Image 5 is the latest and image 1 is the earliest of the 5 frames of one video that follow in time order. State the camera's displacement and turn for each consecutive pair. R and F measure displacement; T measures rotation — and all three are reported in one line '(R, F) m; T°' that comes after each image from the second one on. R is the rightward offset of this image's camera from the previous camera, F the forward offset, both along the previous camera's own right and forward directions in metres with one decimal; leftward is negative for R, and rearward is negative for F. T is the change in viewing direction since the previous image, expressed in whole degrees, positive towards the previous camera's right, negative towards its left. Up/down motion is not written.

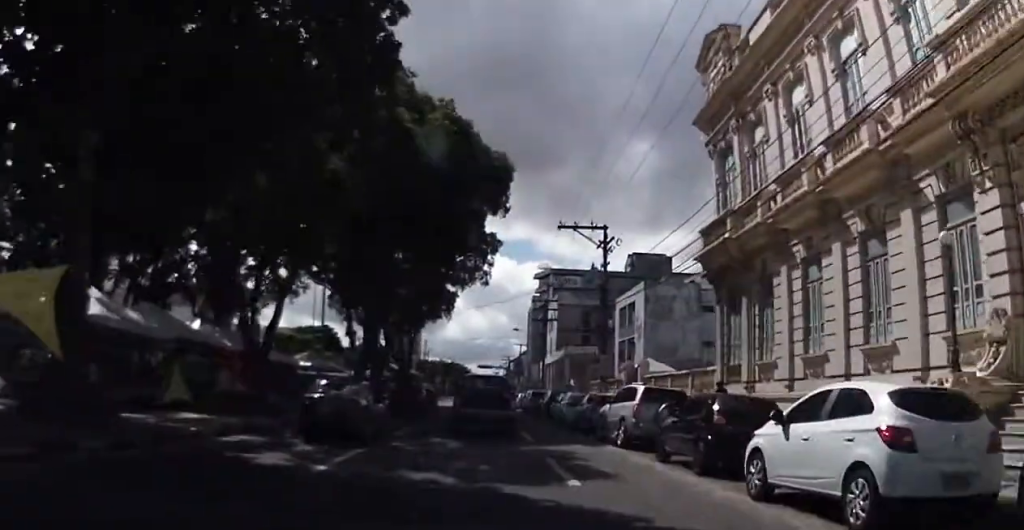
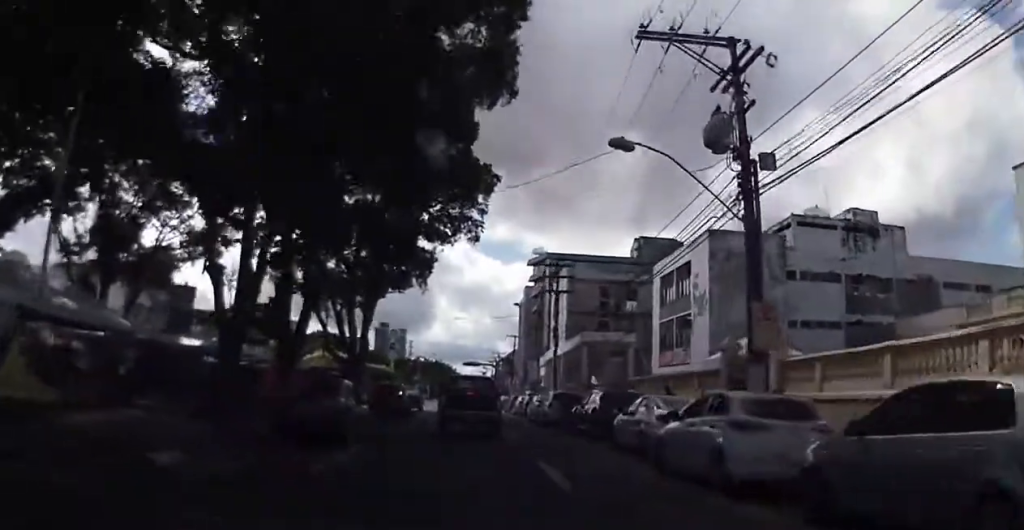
(-0.5, +18.5) m; +1°
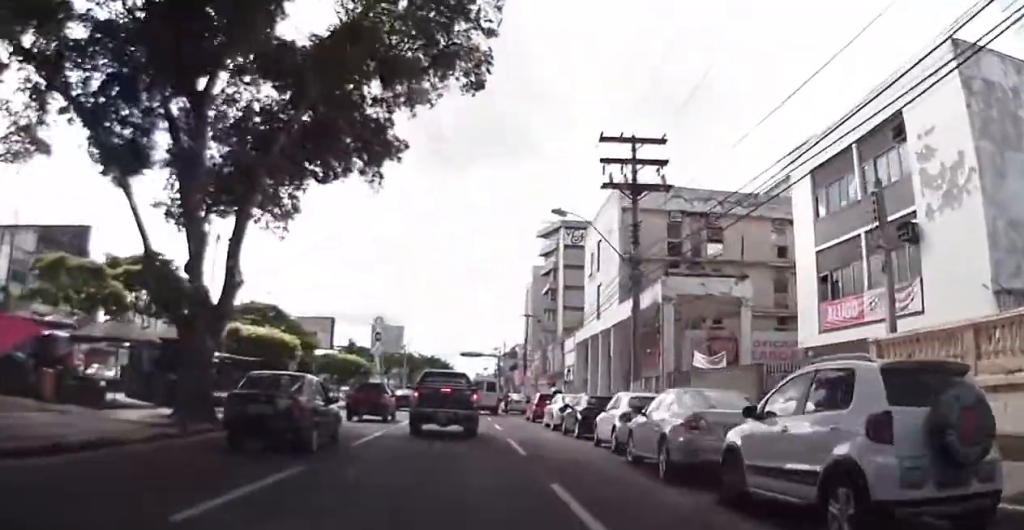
(0.0, +18.7) m; -3°
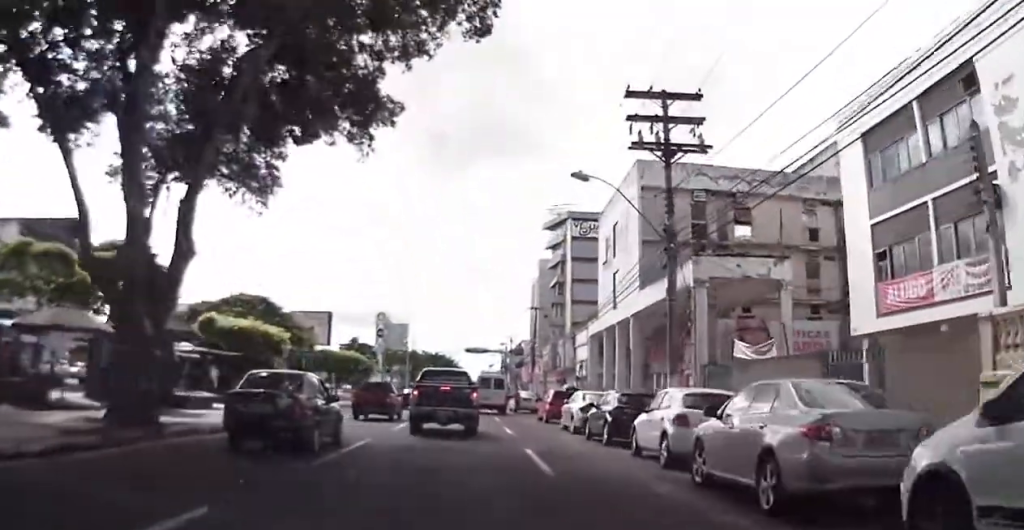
(0.0, +4.3) m; 0°
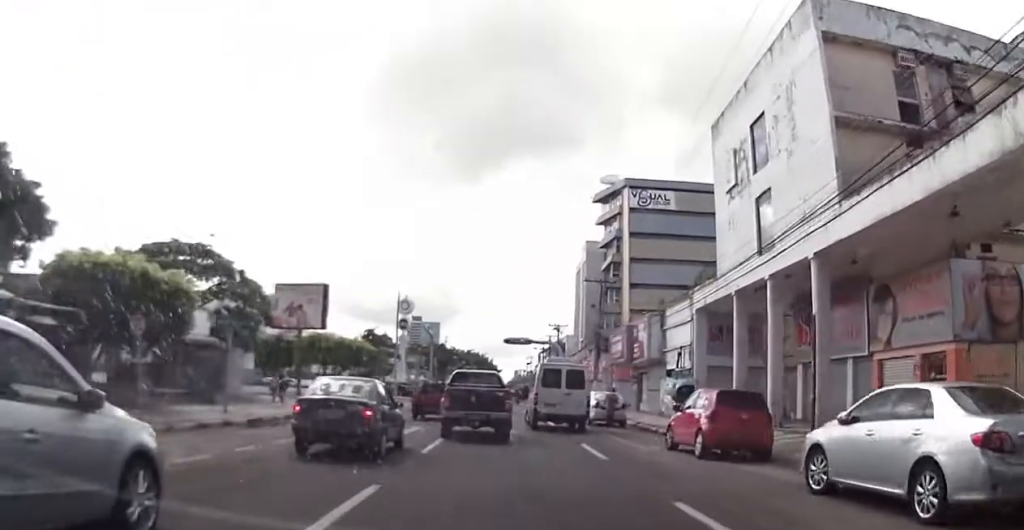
(0.0, +18.8) m; 0°
